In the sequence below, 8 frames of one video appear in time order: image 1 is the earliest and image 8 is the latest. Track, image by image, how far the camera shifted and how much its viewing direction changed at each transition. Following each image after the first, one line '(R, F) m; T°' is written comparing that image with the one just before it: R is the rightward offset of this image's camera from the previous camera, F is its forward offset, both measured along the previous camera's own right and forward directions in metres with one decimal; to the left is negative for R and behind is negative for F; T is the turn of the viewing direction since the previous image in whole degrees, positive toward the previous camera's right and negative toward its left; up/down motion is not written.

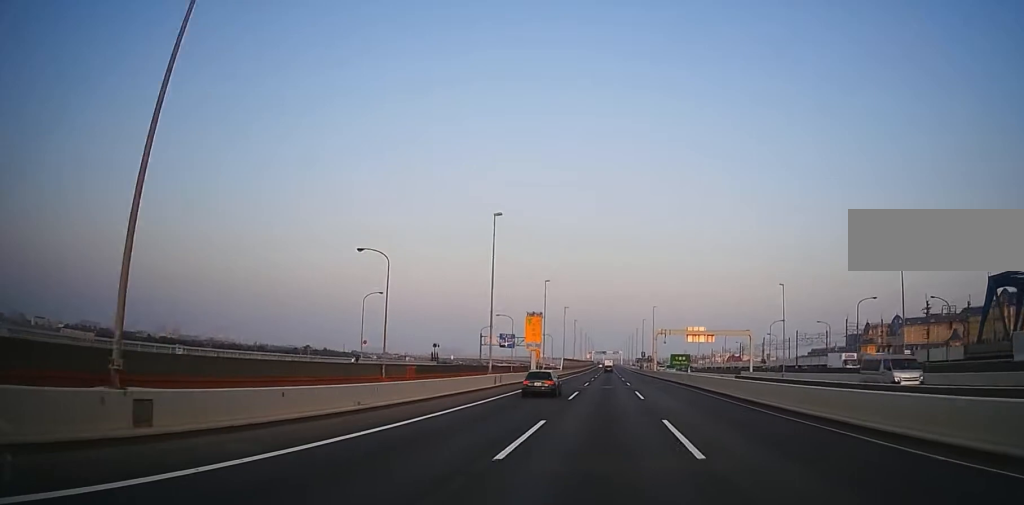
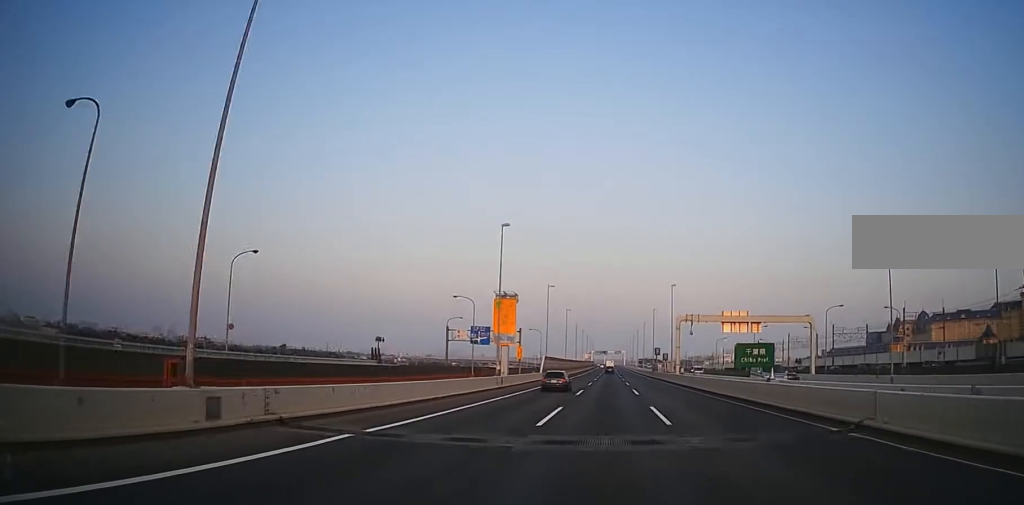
(+0.3, +32.7) m; 0°
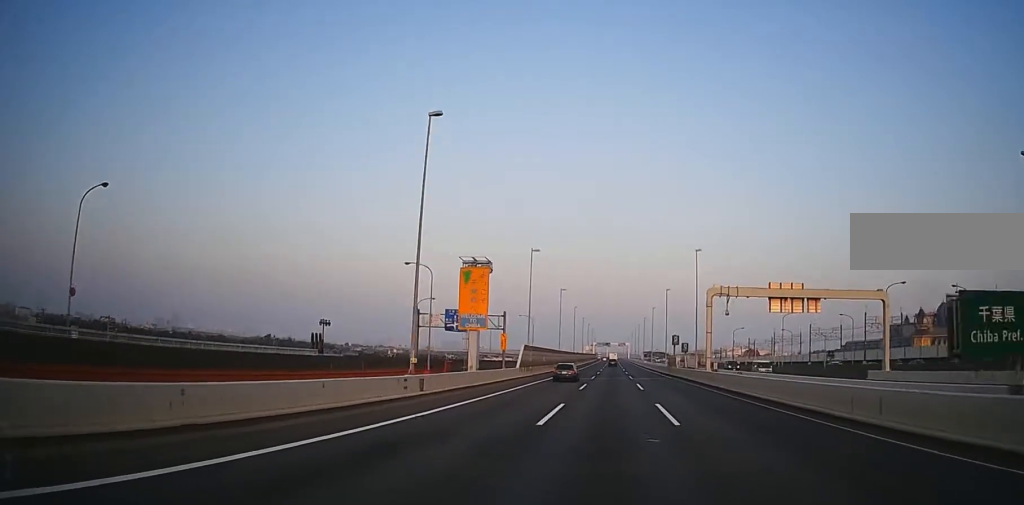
(-0.6, +21.3) m; 0°
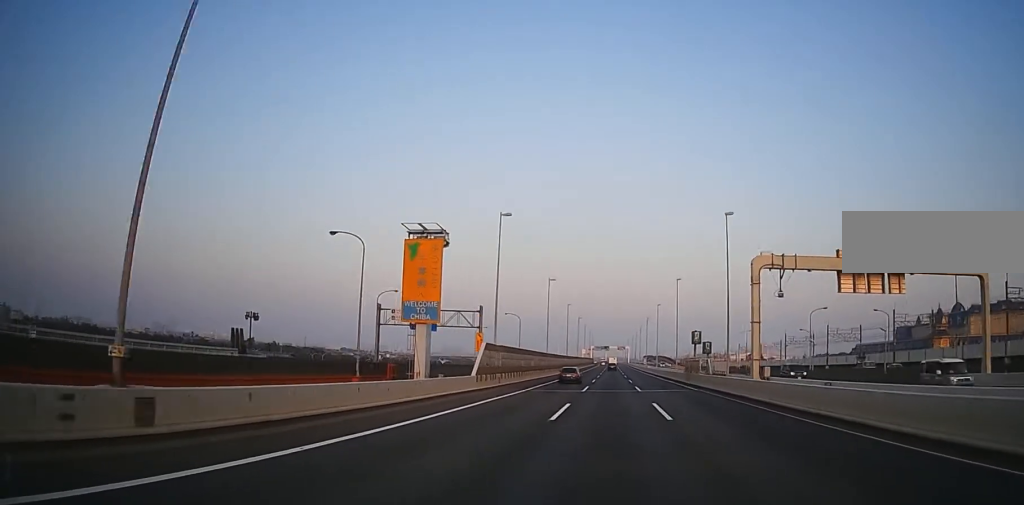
(+0.2, +17.5) m; 0°
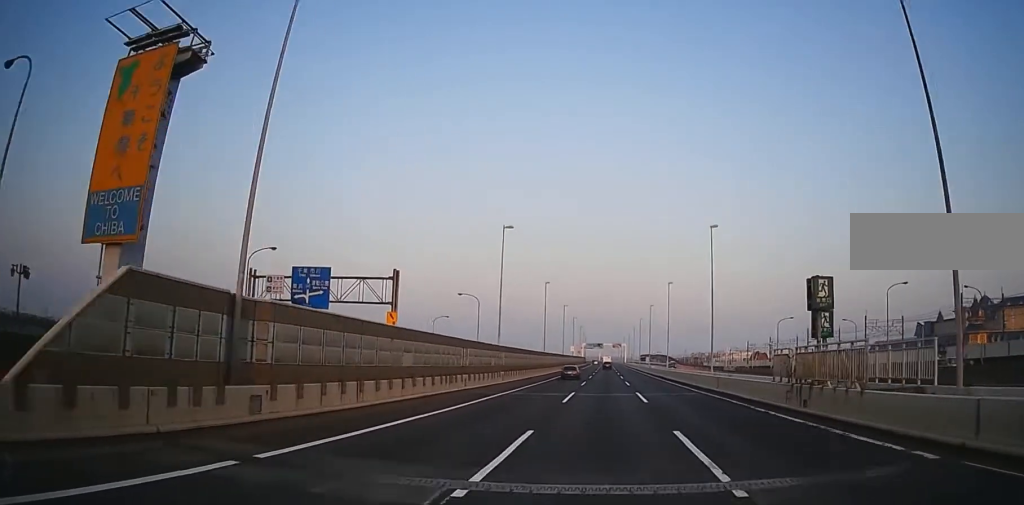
(-0.1, +31.9) m; 0°
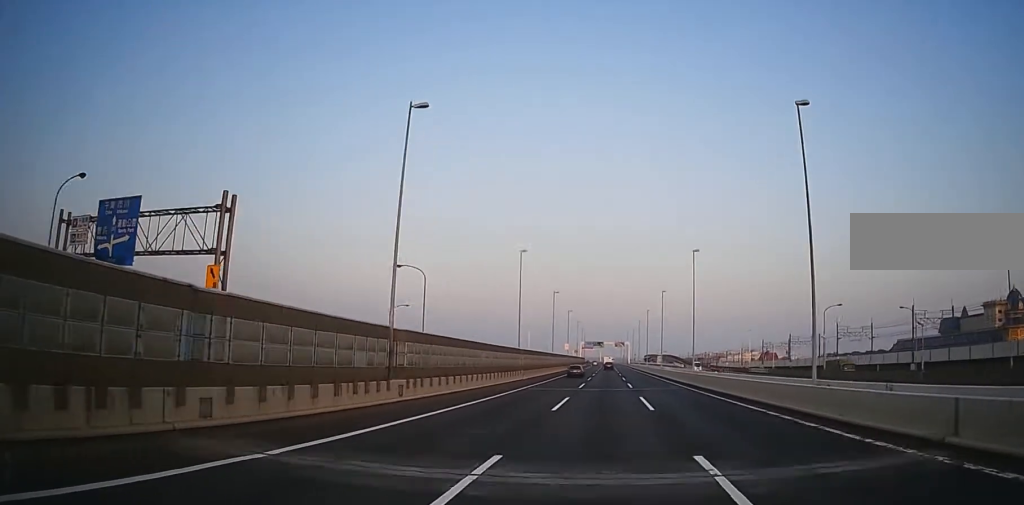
(+0.2, +24.2) m; 0°
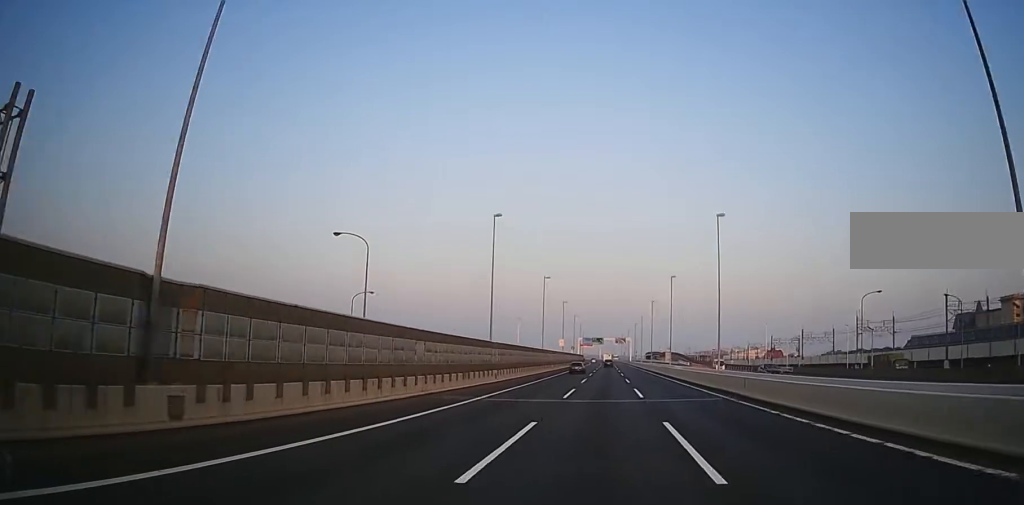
(+0.2, +14.6) m; 0°
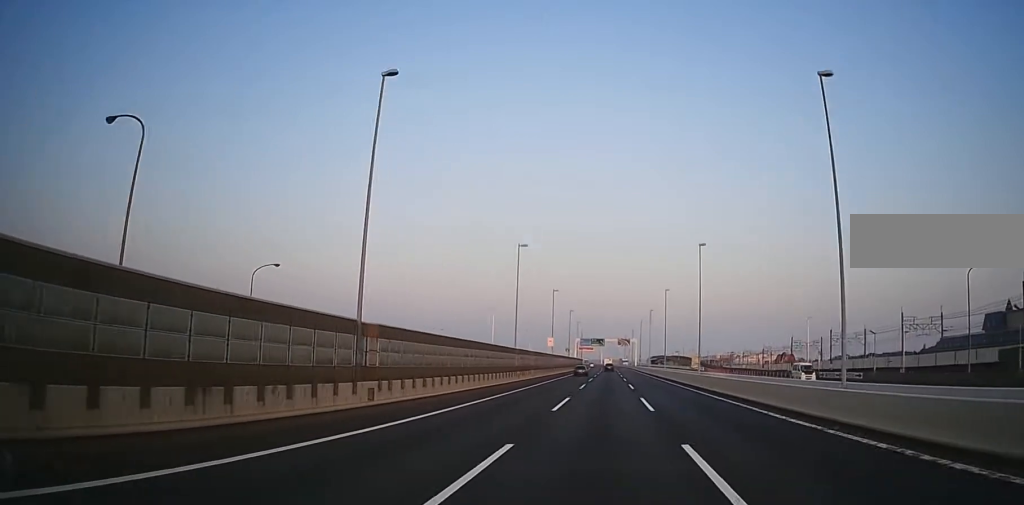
(-0.6, +25.3) m; 0°
